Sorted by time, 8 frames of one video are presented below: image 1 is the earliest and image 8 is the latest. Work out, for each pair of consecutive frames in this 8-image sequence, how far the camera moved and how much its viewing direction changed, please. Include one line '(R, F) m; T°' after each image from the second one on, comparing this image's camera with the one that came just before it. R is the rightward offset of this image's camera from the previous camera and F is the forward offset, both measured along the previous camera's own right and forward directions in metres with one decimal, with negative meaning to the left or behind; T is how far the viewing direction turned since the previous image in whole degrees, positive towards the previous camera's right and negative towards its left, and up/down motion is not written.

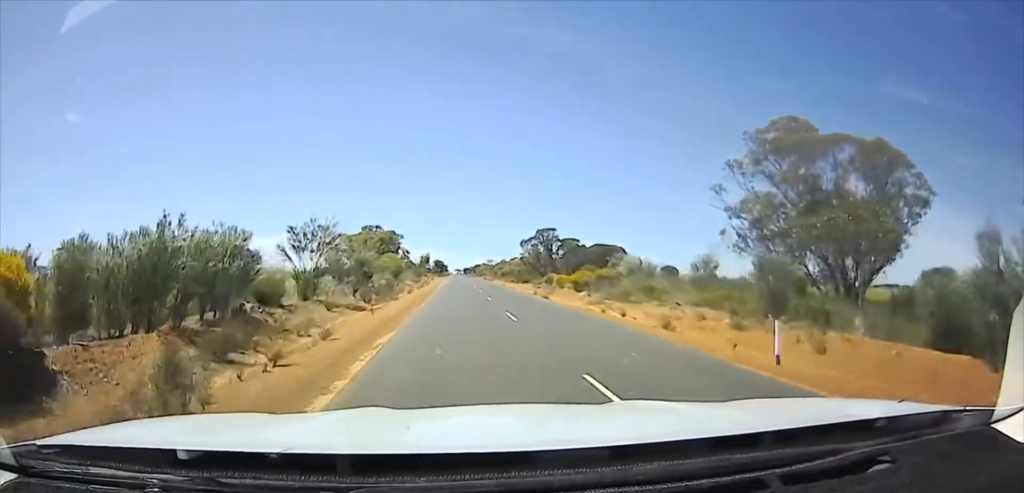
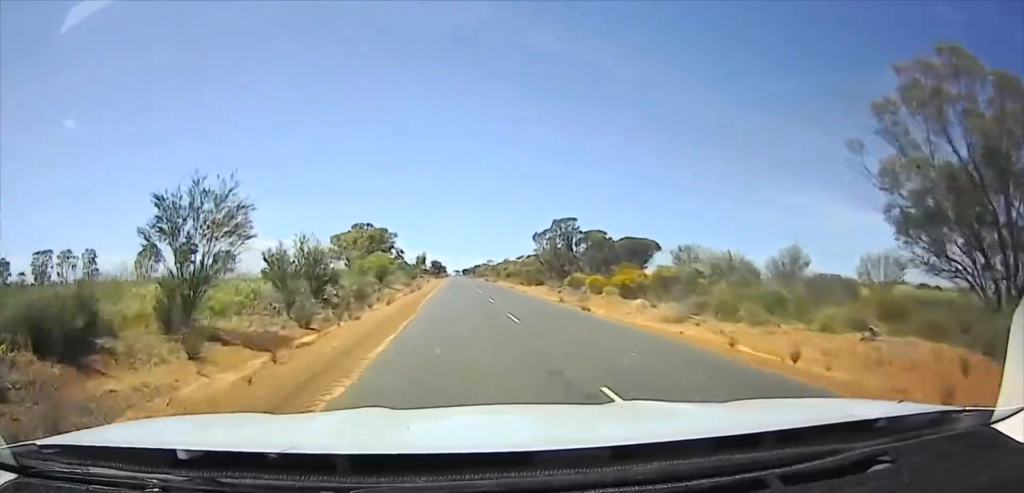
(0.0, +14.9) m; 0°
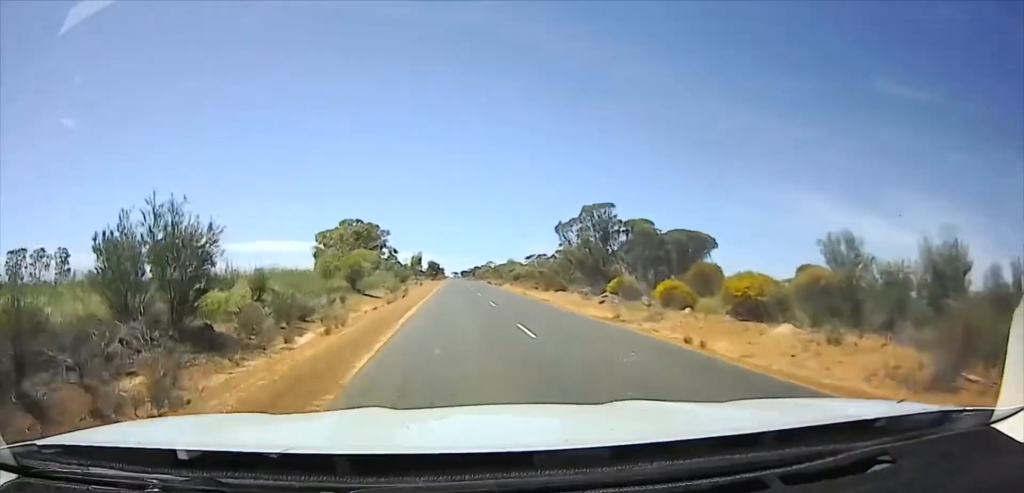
(0.0, +15.0) m; 0°
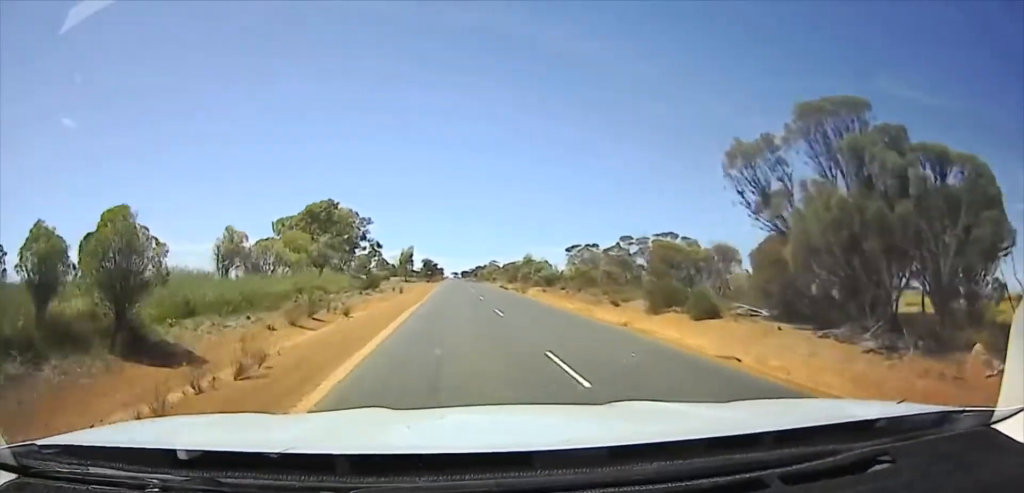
(0.0, +35.0) m; 0°
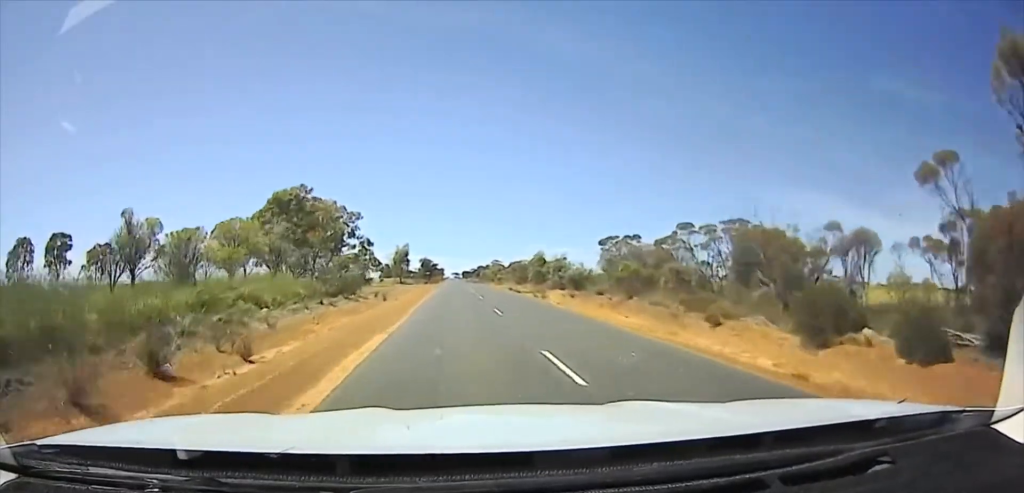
(0.0, +13.4) m; 0°
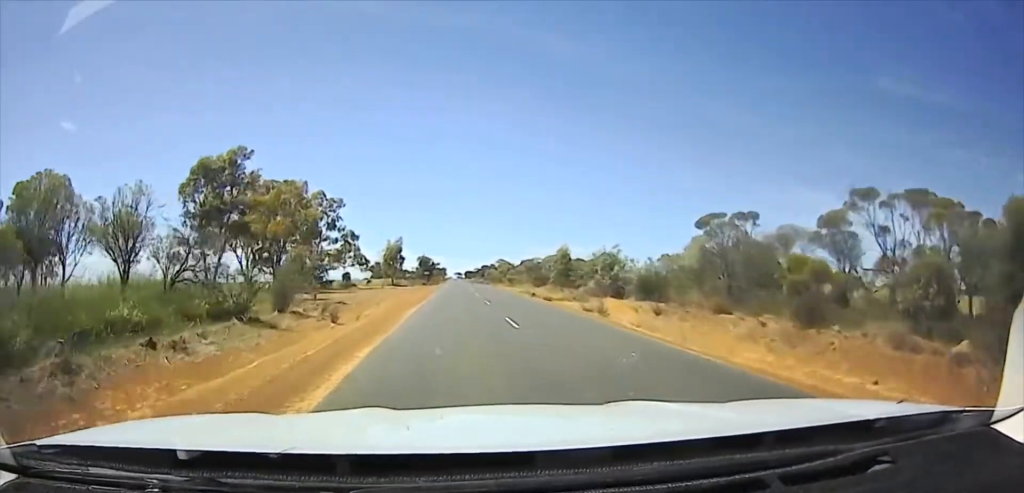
(-0.1, +17.9) m; 0°
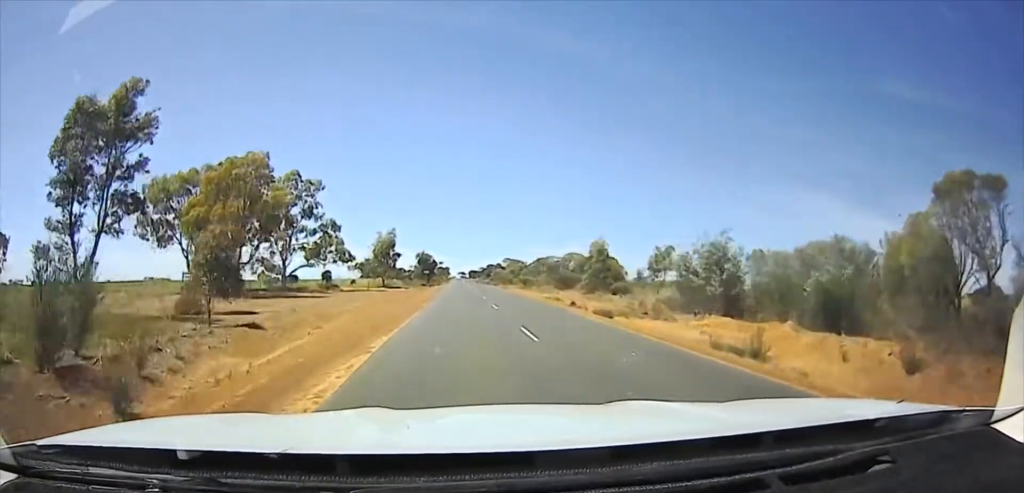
(0.0, +16.2) m; 0°
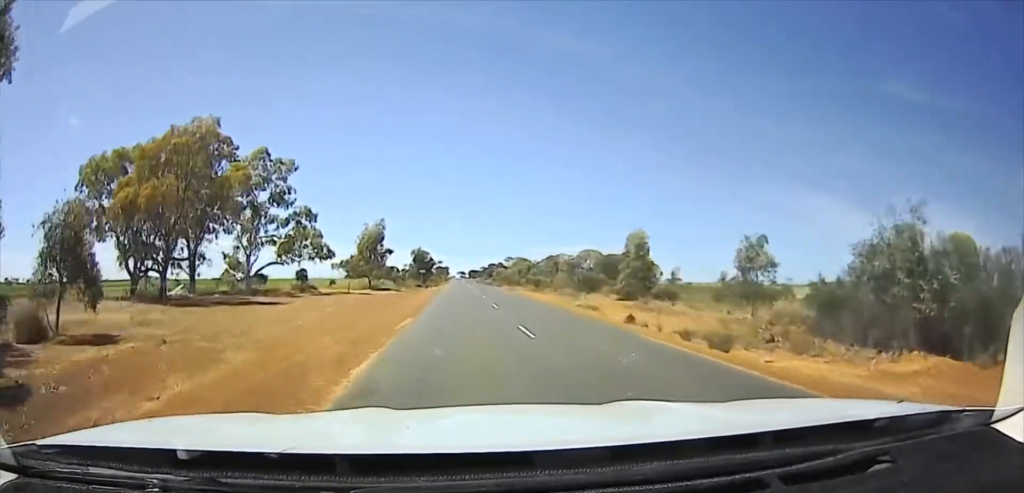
(0.0, +12.3) m; 0°
